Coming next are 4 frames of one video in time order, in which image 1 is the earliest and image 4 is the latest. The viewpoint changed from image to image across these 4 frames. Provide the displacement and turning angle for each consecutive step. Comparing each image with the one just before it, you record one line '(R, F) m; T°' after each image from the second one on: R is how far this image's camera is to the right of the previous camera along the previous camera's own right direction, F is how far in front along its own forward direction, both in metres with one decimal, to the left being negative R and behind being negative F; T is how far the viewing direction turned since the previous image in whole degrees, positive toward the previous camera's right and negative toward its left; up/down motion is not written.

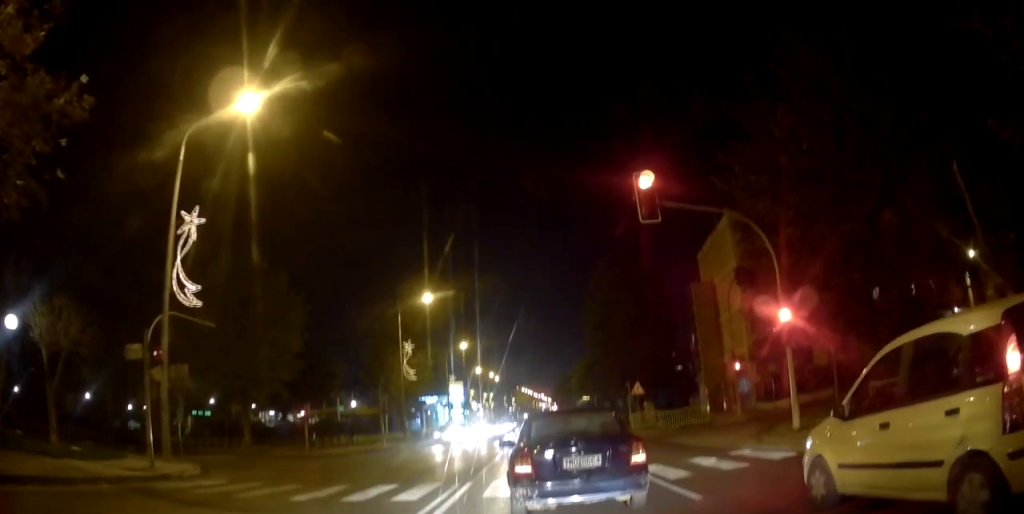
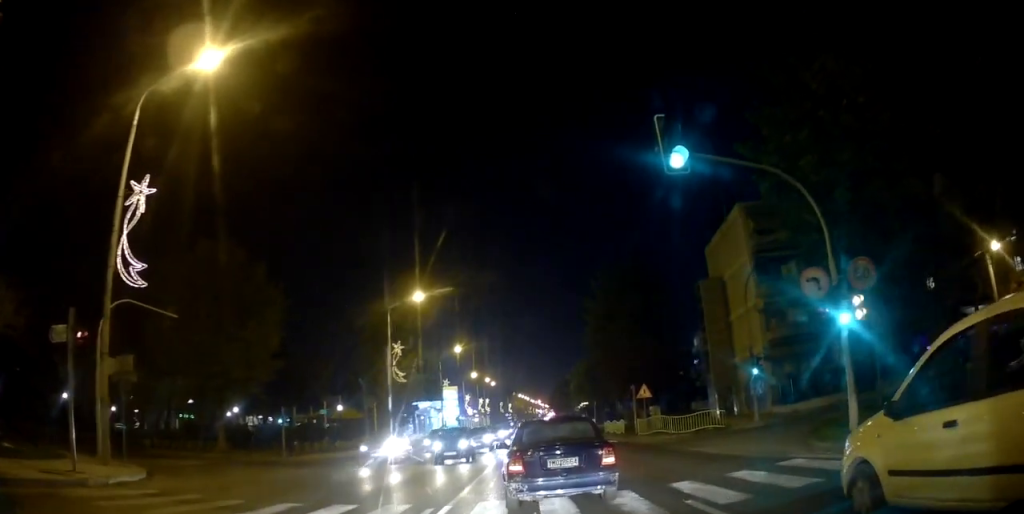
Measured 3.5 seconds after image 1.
(+0.8, +3.2) m; 0°
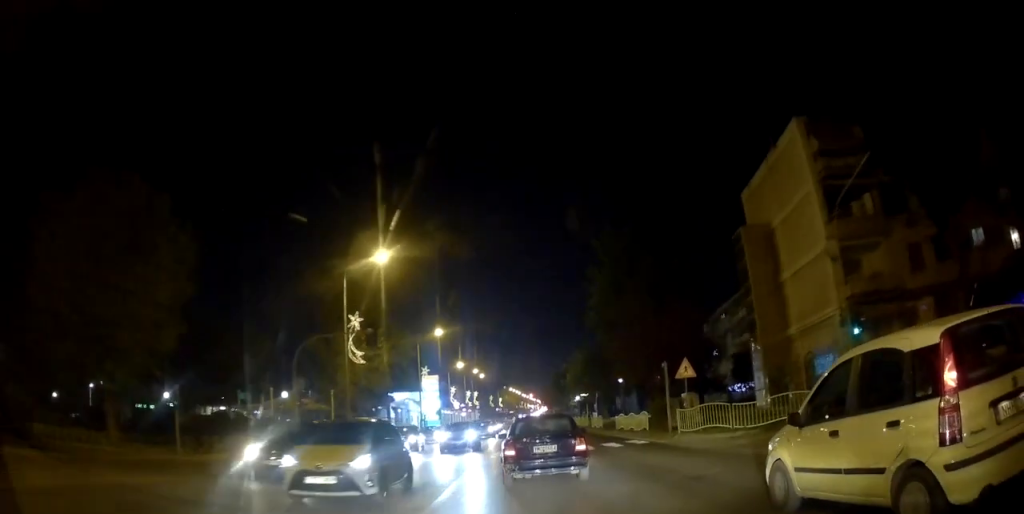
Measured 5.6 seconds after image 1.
(-0.1, +8.4) m; +4°
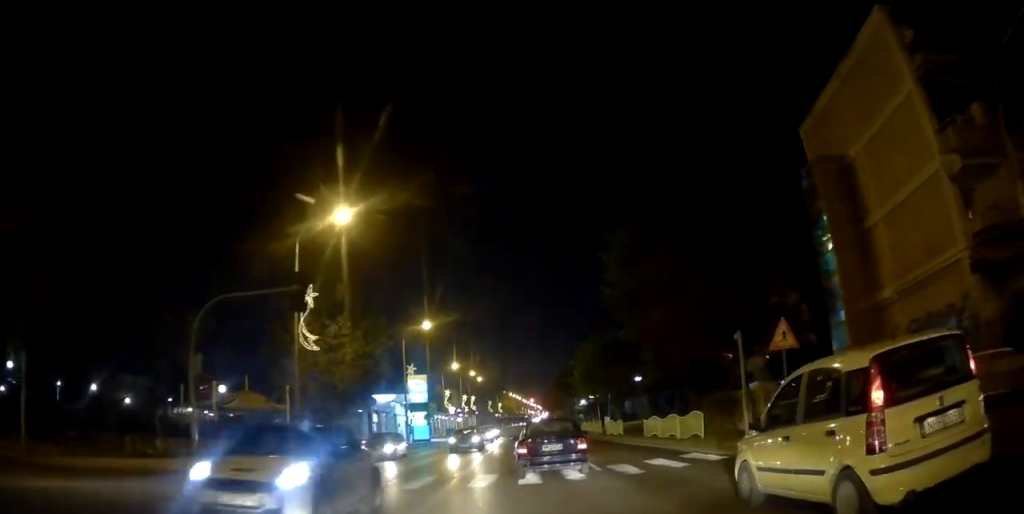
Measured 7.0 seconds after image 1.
(+0.1, +8.9) m; -1°
